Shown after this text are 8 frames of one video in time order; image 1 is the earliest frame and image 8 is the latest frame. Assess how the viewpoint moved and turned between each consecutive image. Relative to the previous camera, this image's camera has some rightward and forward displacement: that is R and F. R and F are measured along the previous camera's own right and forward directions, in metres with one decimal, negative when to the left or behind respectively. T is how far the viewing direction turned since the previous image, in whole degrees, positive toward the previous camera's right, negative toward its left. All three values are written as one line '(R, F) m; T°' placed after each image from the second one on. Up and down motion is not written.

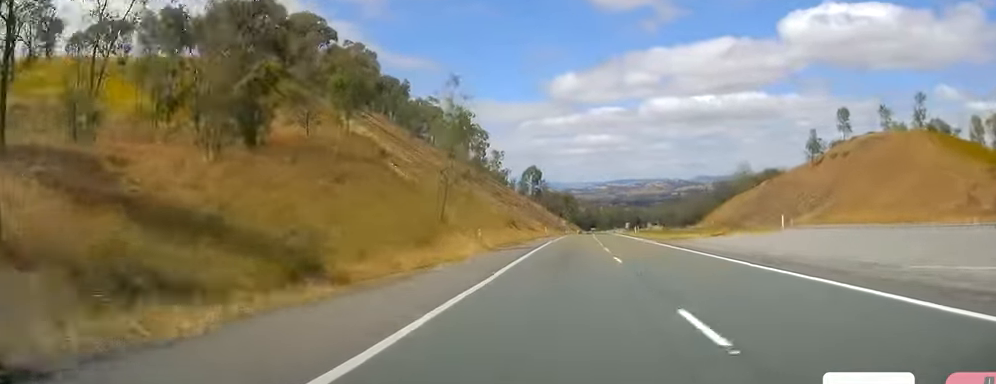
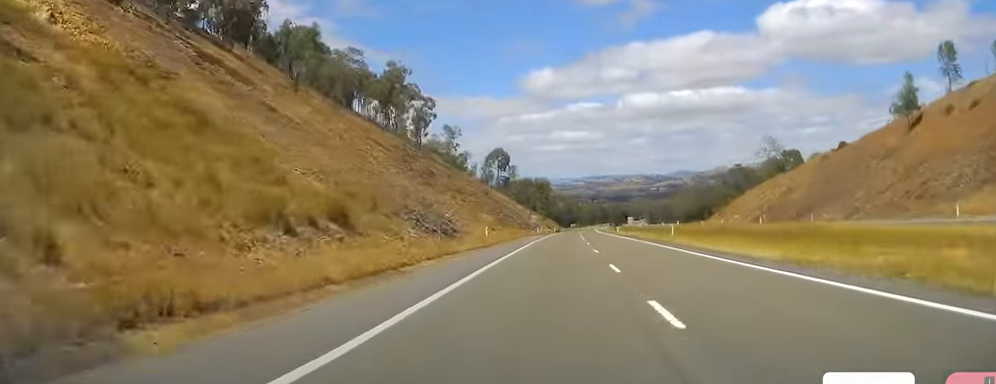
(+1.5, +52.1) m; +2°
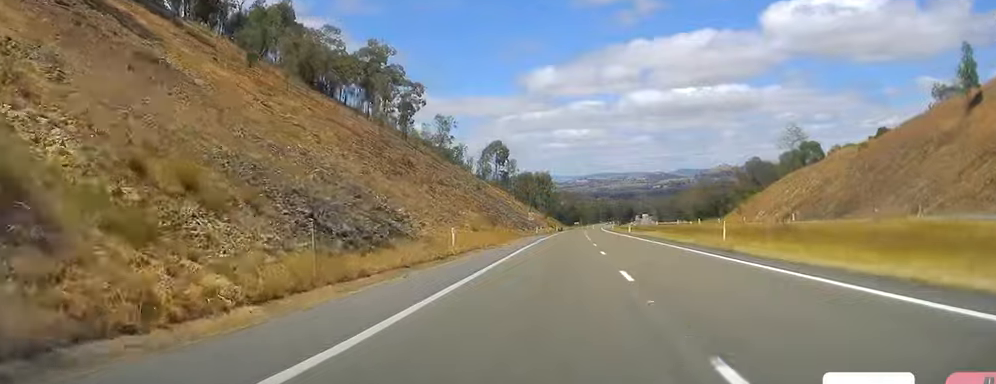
(0.0, +15.5) m; 0°
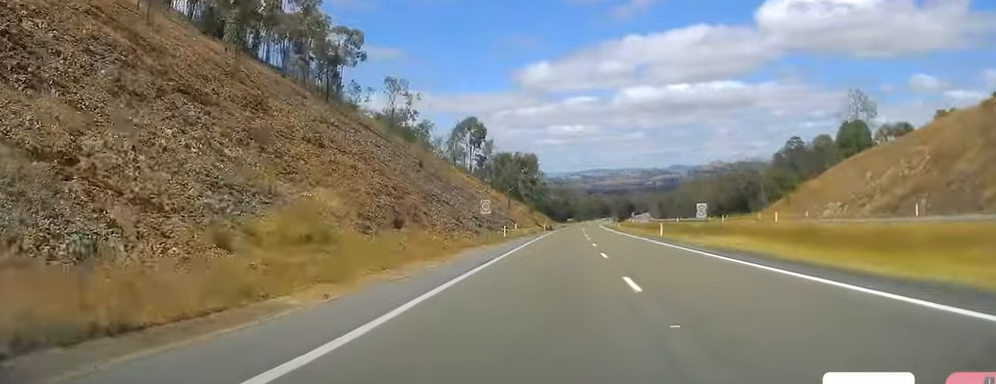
(+0.2, +39.1) m; 0°
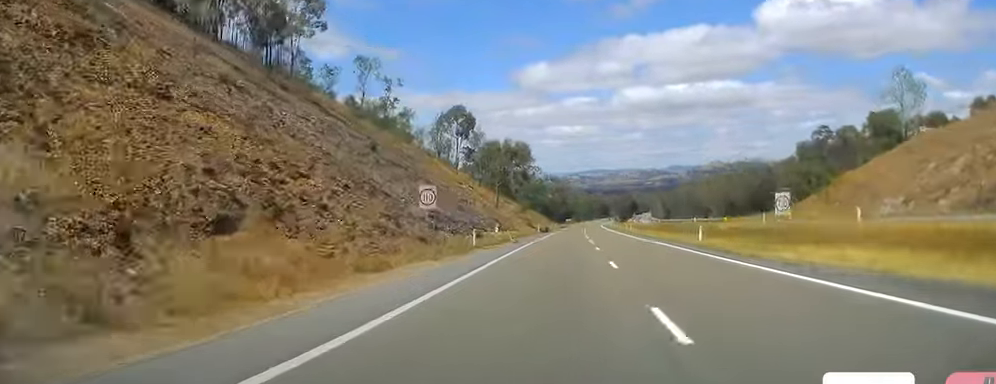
(+0.1, +17.5) m; 0°
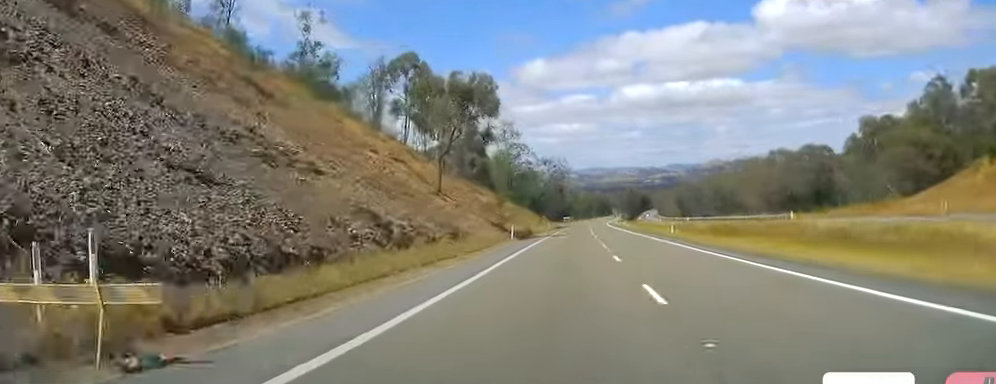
(+0.4, +44.7) m; +1°
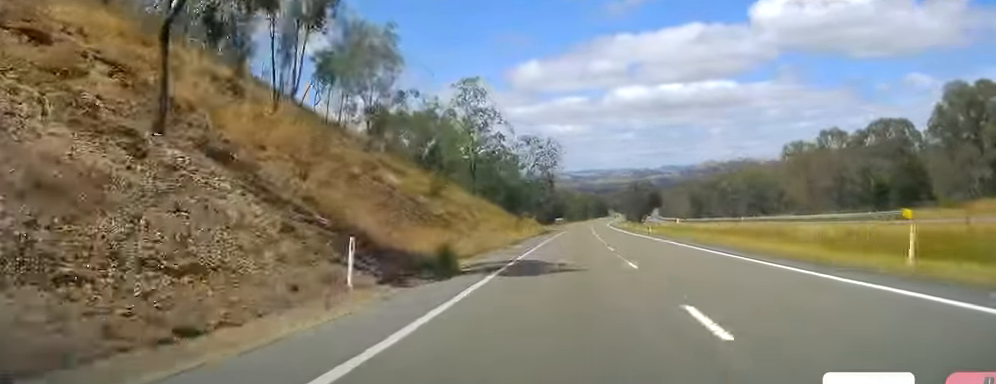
(-0.4, +39.5) m; 0°
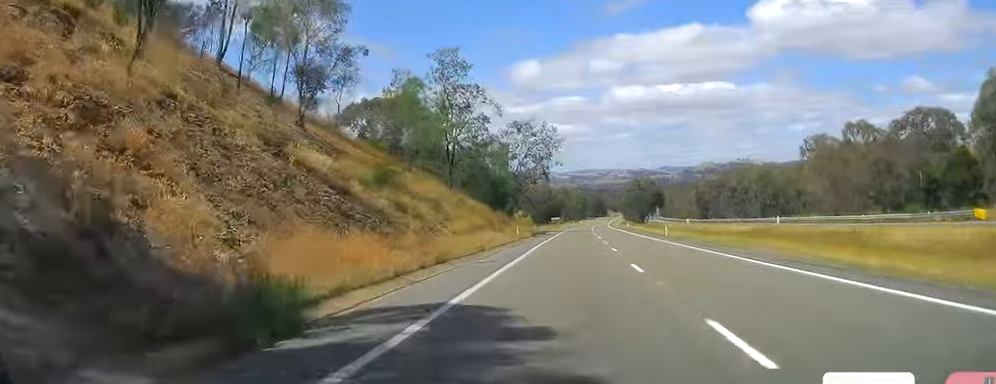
(+0.2, +13.4) m; +1°
